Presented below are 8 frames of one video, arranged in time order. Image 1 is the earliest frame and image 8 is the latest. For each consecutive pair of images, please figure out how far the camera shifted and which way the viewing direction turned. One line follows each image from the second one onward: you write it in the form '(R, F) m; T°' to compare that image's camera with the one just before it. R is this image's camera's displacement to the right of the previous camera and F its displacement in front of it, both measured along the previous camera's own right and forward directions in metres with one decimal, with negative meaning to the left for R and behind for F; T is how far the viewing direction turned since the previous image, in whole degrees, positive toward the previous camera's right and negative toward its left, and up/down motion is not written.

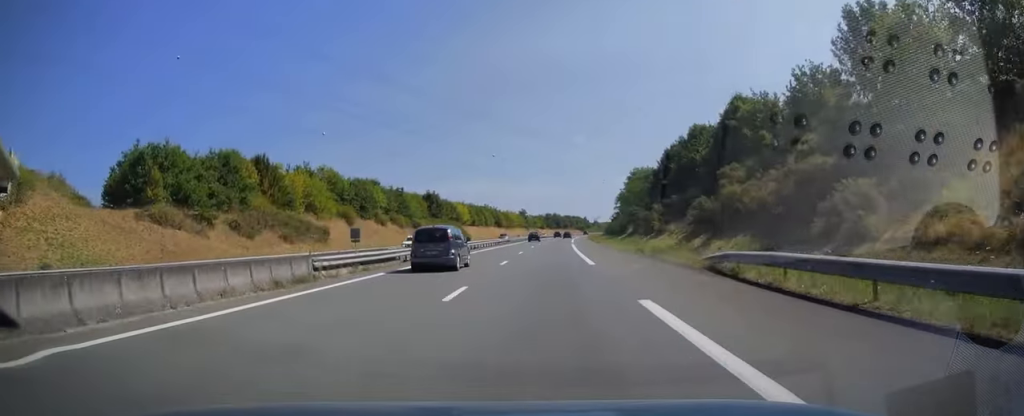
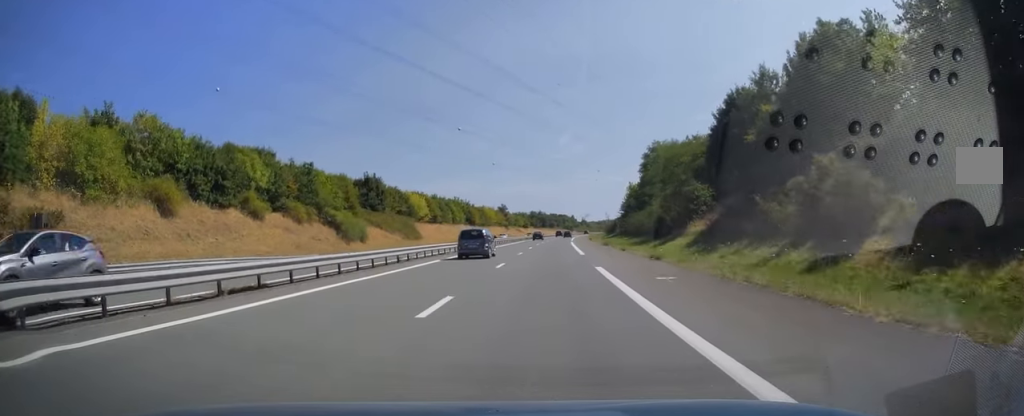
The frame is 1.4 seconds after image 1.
(+0.7, +44.4) m; +2°
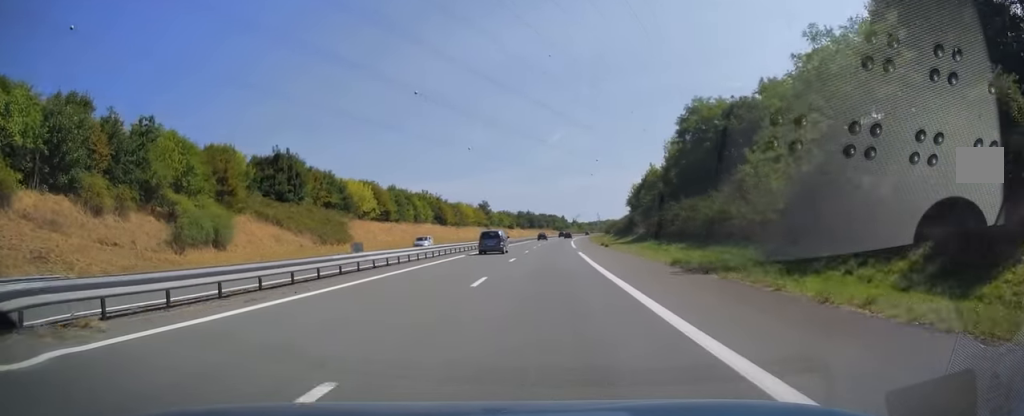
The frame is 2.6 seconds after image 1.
(+0.6, +37.7) m; +2°
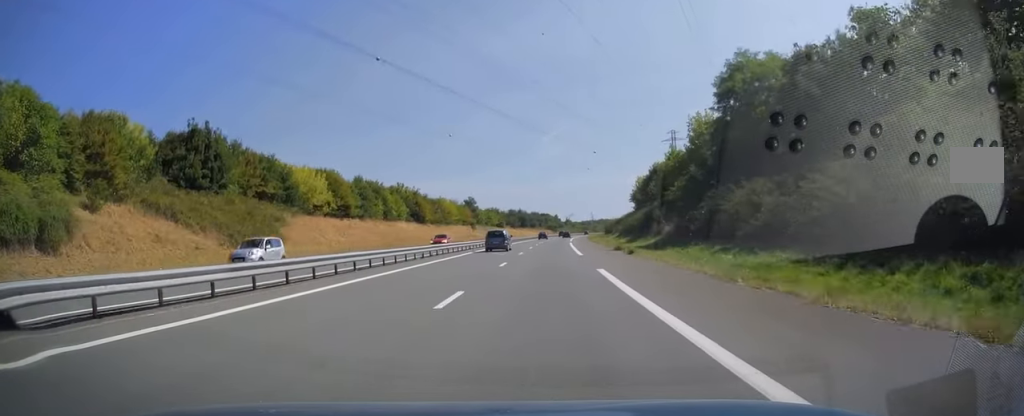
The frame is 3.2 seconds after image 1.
(+0.2, +21.5) m; +1°
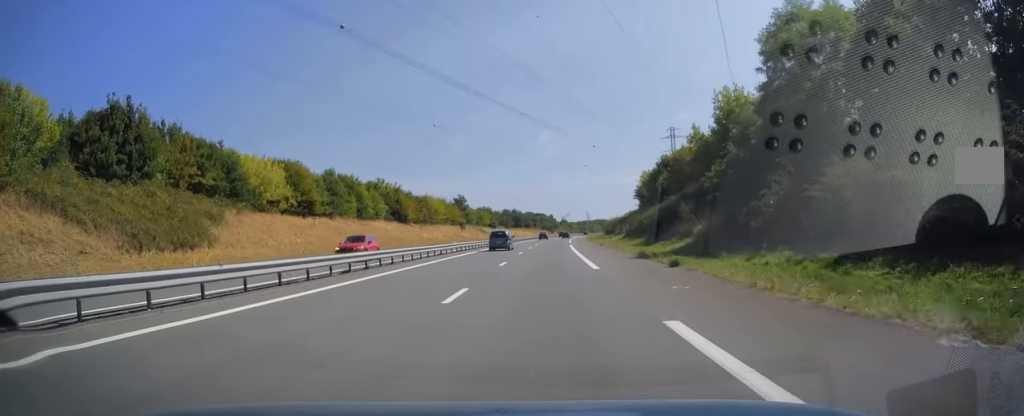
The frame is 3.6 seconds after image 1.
(0.0, +14.7) m; 0°
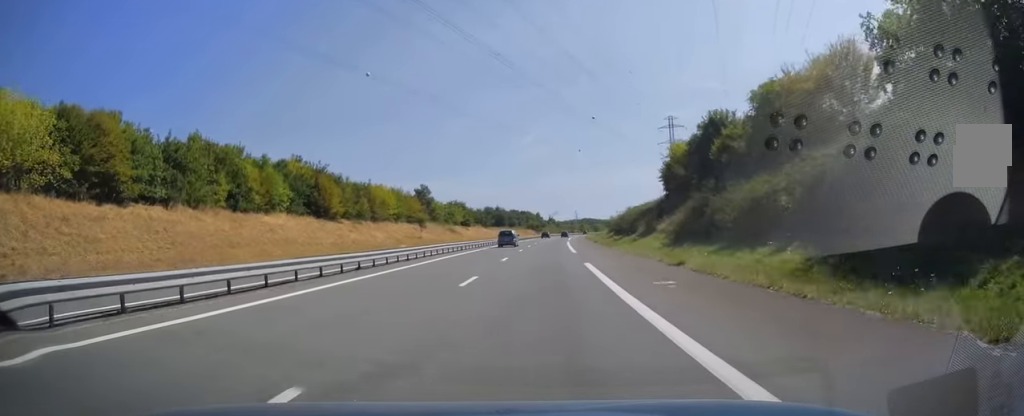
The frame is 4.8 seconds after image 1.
(+0.5, +39.8) m; +1°
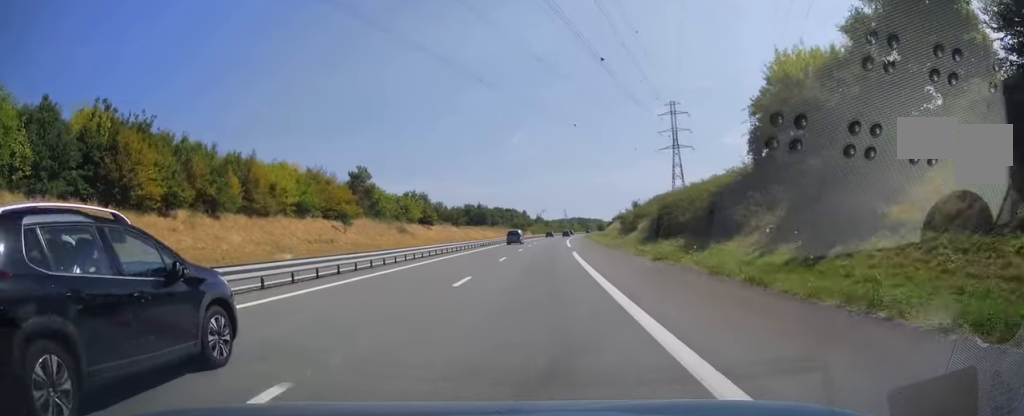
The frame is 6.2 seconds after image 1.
(+0.3, +42.2) m; +1°
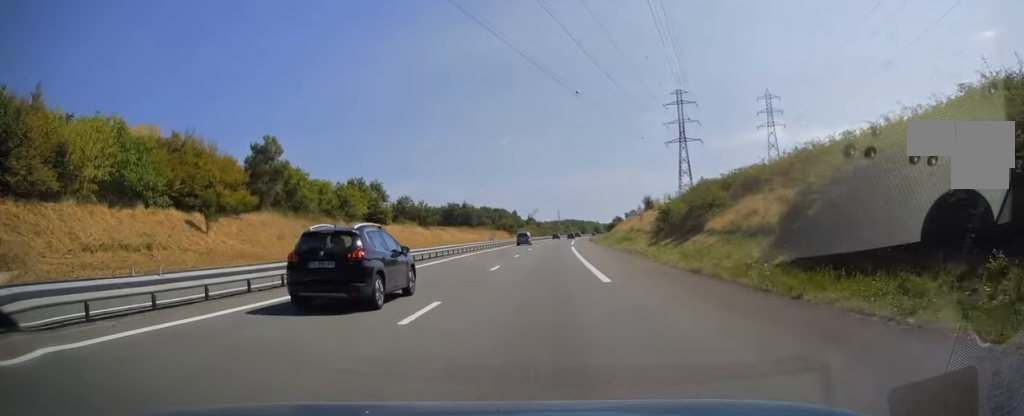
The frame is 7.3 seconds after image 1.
(+0.1, +32.1) m; +1°
